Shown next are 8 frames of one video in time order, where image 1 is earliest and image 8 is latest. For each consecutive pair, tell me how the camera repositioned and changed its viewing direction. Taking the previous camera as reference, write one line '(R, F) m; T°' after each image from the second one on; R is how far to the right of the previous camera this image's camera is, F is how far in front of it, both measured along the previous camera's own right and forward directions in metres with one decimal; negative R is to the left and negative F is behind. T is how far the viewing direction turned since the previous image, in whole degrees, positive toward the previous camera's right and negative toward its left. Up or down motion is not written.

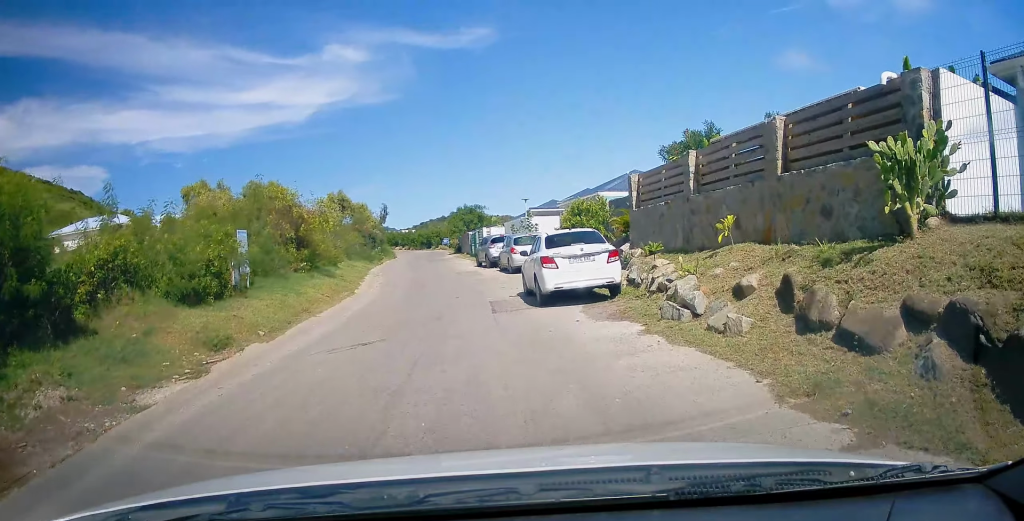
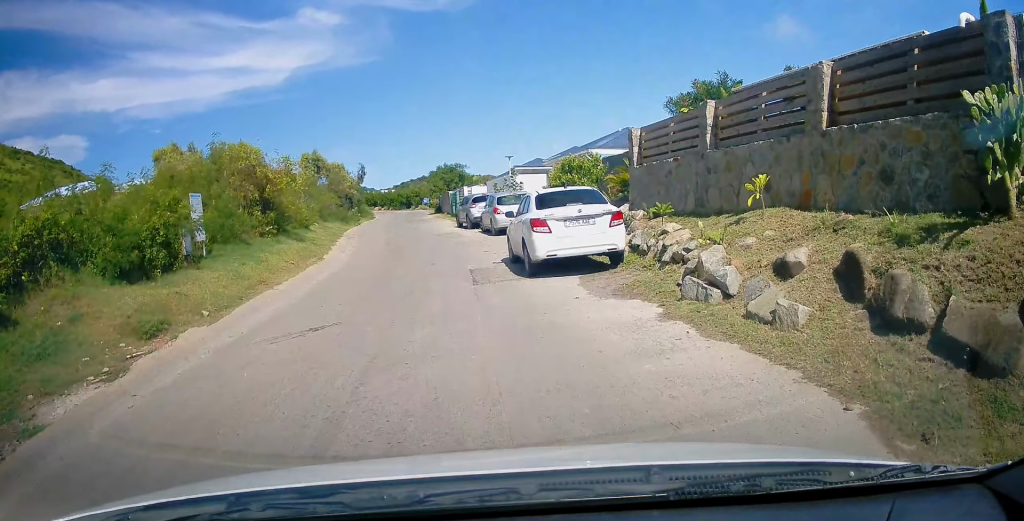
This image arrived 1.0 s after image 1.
(0.0, +1.9) m; -5°
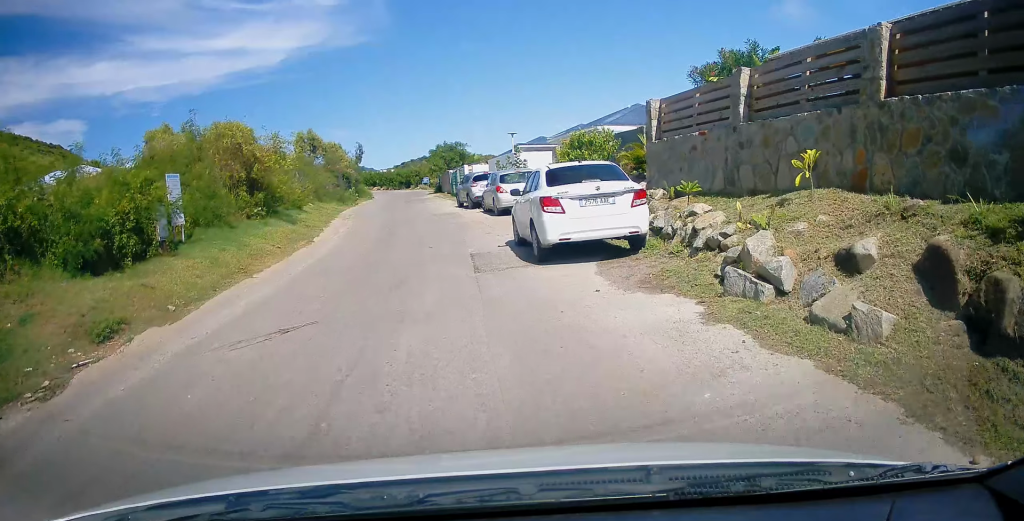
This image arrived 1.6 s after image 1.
(0.0, +1.2) m; -7°
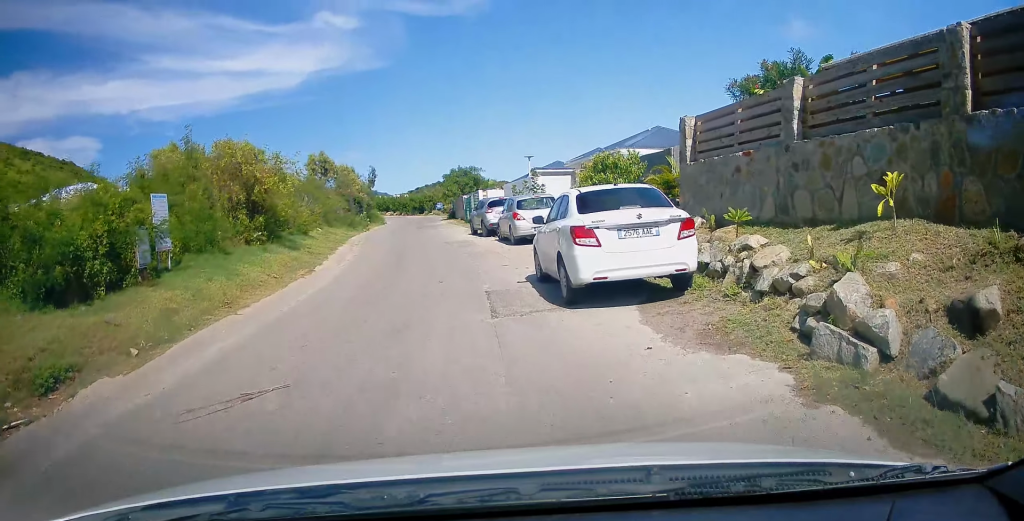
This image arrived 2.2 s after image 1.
(-0.2, +1.6) m; +1°
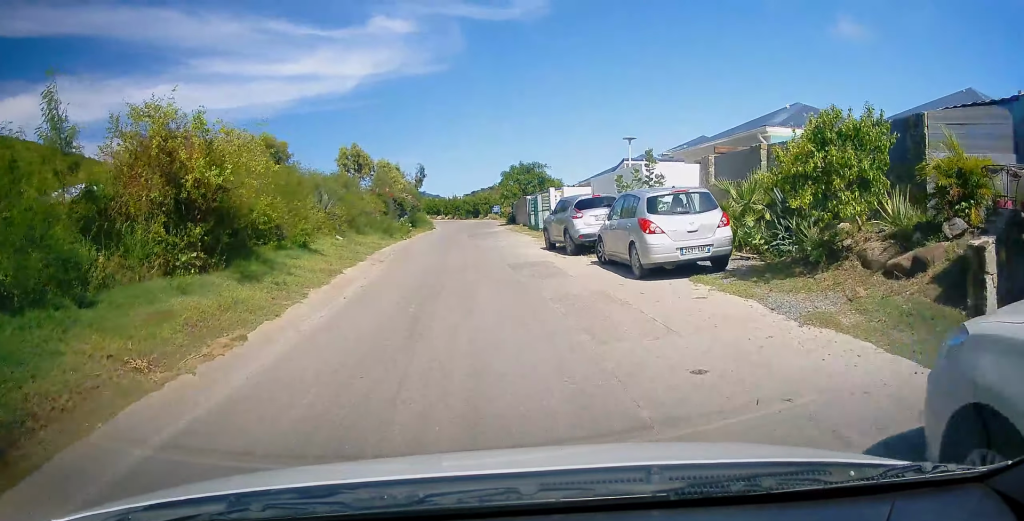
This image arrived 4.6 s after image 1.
(+1.1, +8.3) m; +3°
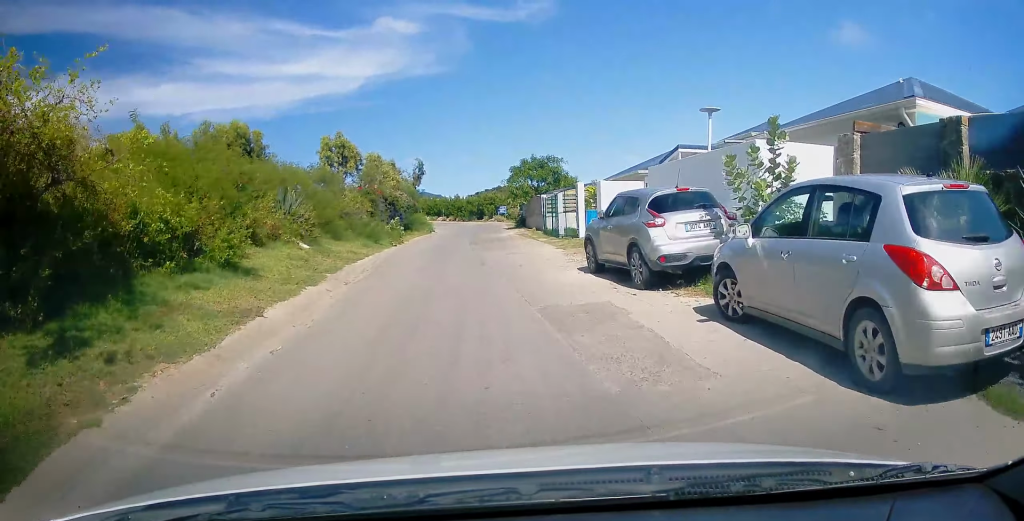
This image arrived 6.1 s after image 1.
(-0.3, +6.3) m; +1°
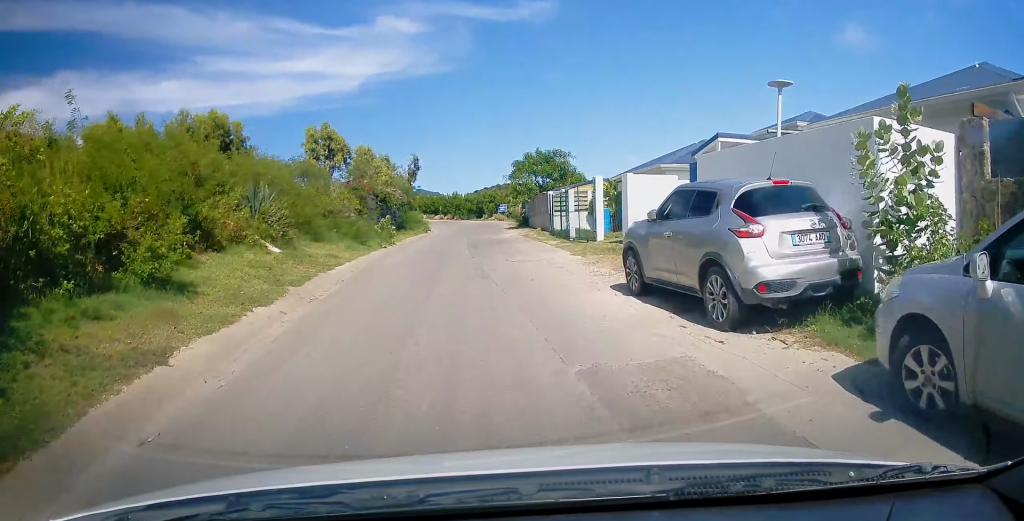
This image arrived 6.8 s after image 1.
(+0.2, +3.2) m; 0°
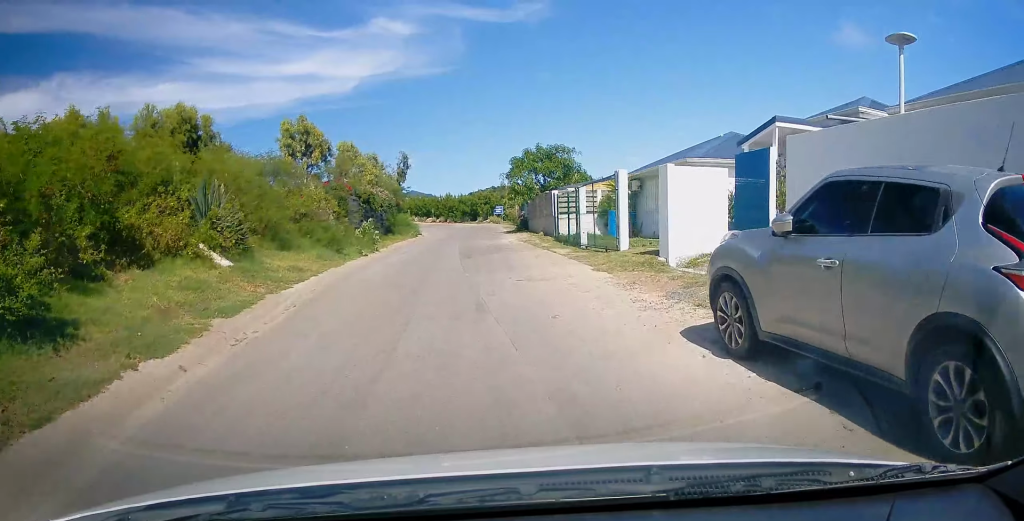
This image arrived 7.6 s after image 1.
(-0.4, +3.6) m; 0°
